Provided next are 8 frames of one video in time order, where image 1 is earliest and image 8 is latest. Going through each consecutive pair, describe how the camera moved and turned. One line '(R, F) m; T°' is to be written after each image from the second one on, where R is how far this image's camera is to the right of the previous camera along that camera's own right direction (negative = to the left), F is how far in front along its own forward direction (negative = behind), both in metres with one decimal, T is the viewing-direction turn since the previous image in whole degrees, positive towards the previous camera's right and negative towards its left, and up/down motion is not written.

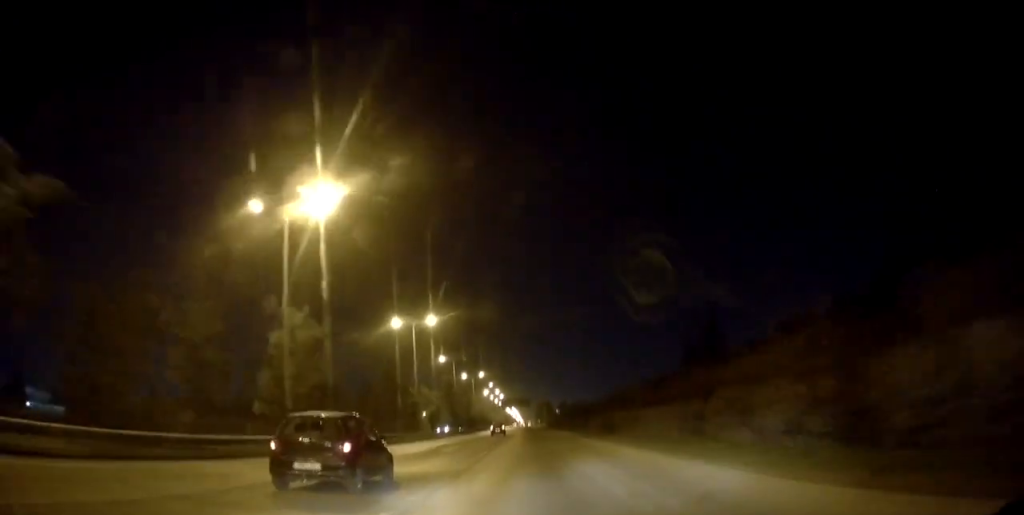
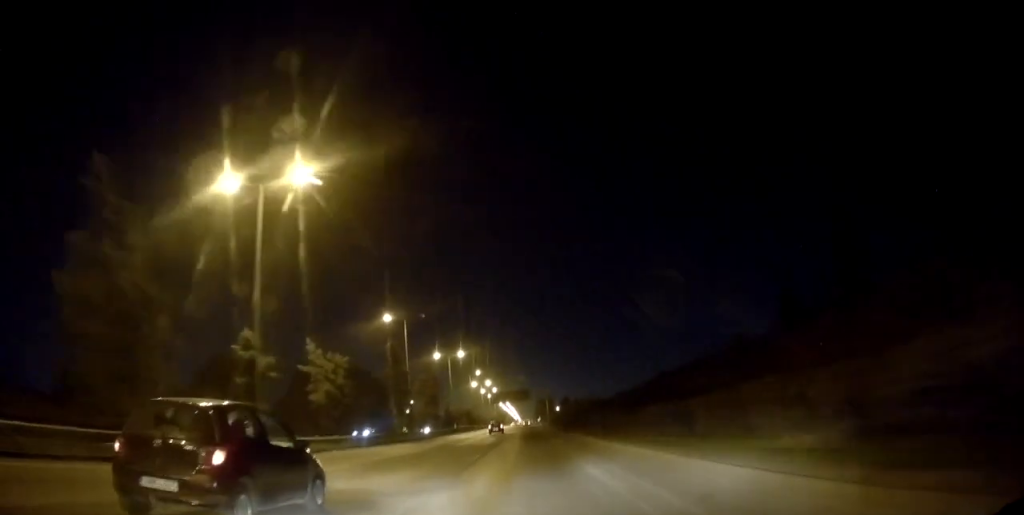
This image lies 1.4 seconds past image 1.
(-0.4, +38.8) m; 0°
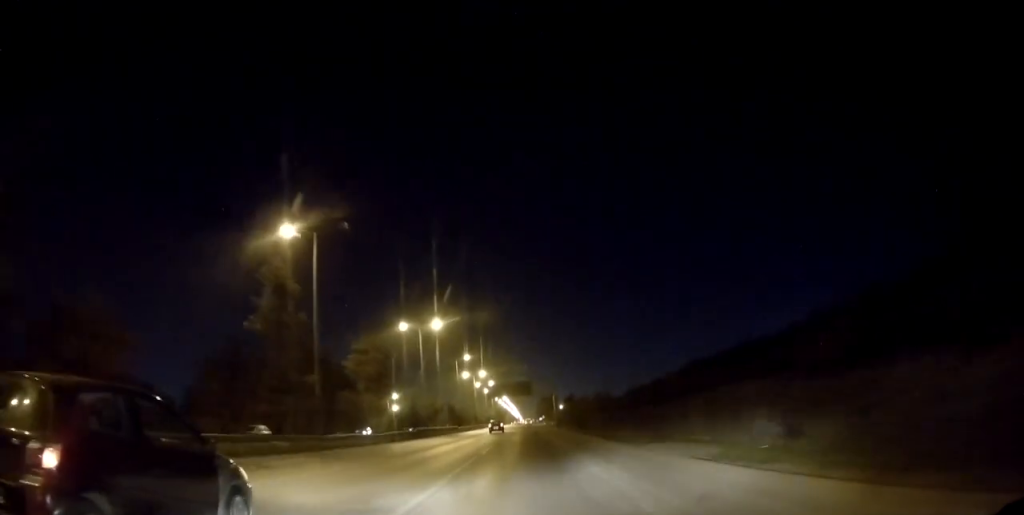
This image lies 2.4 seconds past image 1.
(+0.2, +28.7) m; +1°
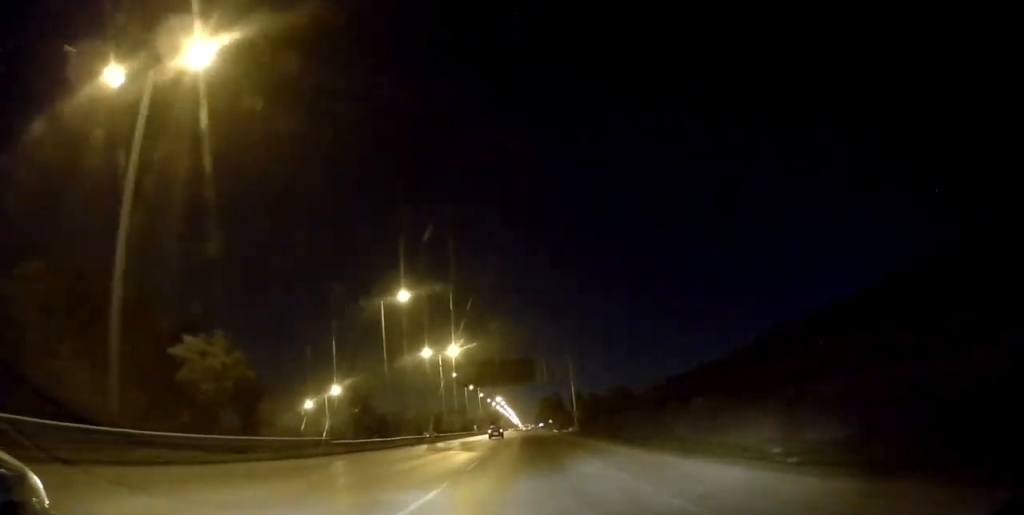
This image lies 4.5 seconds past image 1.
(-0.3, +55.0) m; -1°
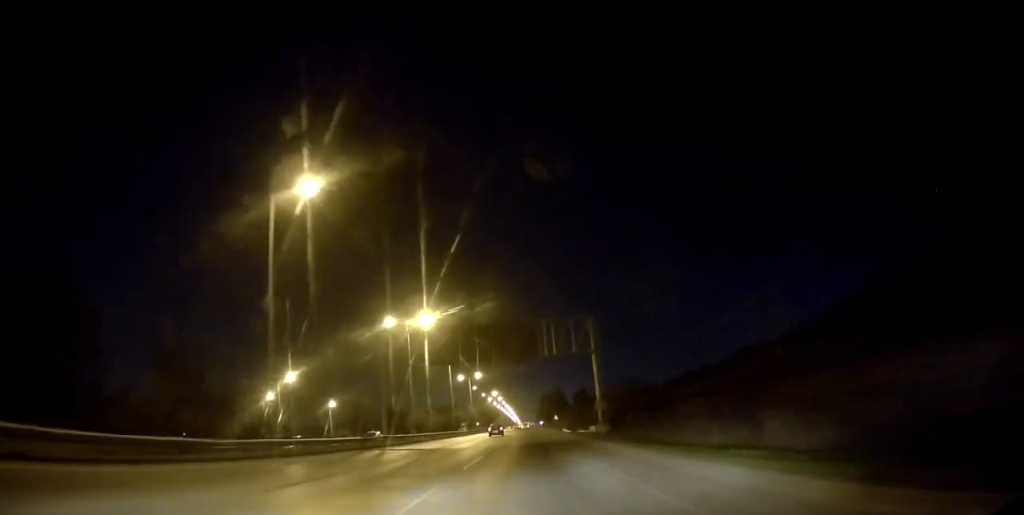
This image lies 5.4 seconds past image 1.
(0.0, +23.6) m; 0°
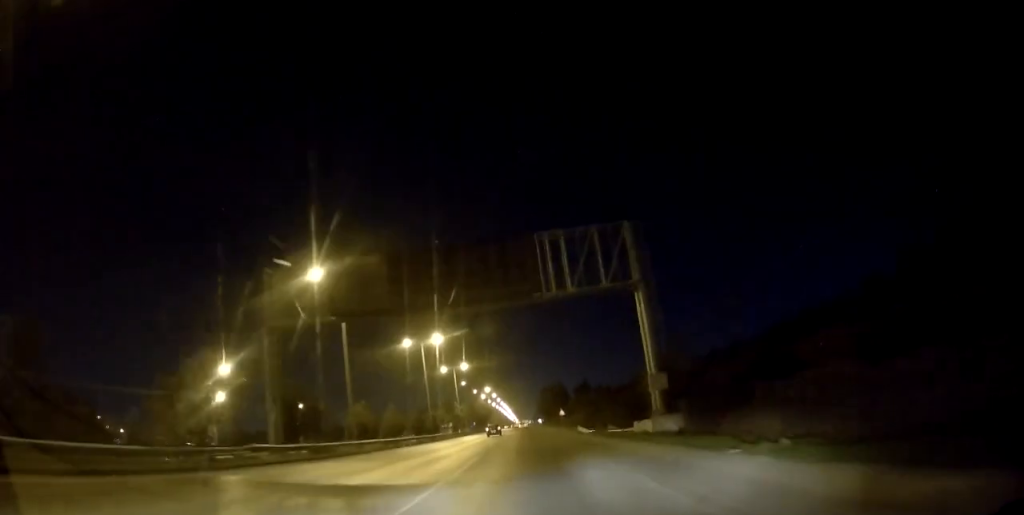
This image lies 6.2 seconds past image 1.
(0.0, +21.5) m; 0°
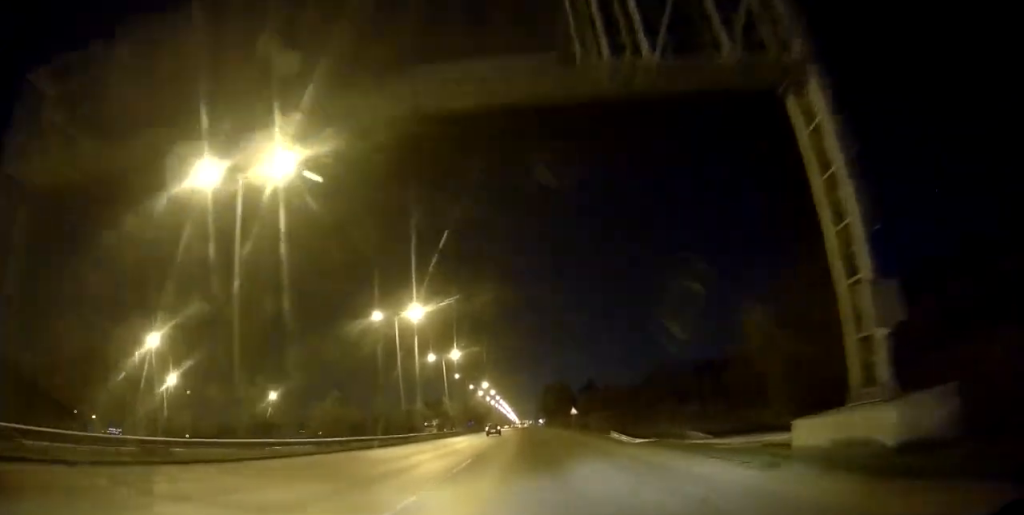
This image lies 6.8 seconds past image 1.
(0.0, +17.0) m; 0°
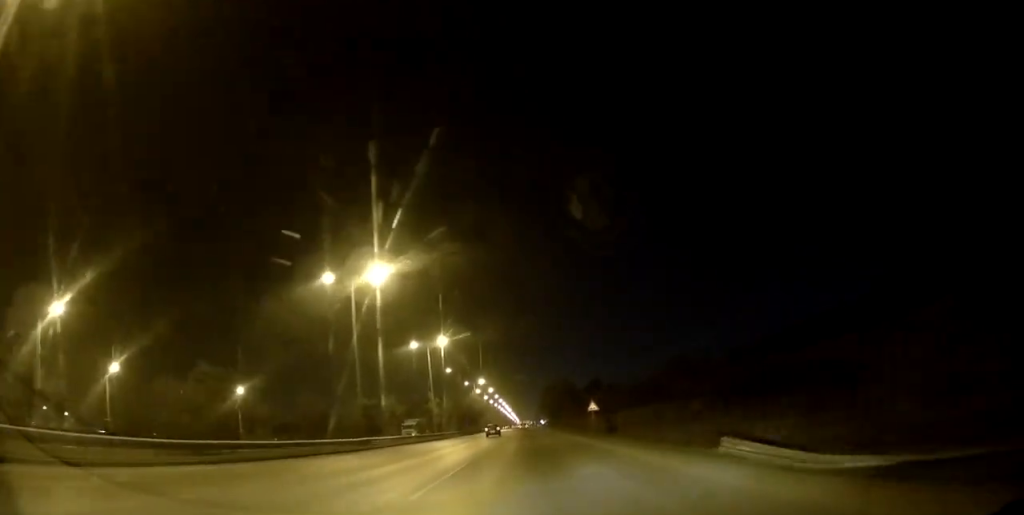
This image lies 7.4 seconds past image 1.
(0.0, +15.7) m; 0°
